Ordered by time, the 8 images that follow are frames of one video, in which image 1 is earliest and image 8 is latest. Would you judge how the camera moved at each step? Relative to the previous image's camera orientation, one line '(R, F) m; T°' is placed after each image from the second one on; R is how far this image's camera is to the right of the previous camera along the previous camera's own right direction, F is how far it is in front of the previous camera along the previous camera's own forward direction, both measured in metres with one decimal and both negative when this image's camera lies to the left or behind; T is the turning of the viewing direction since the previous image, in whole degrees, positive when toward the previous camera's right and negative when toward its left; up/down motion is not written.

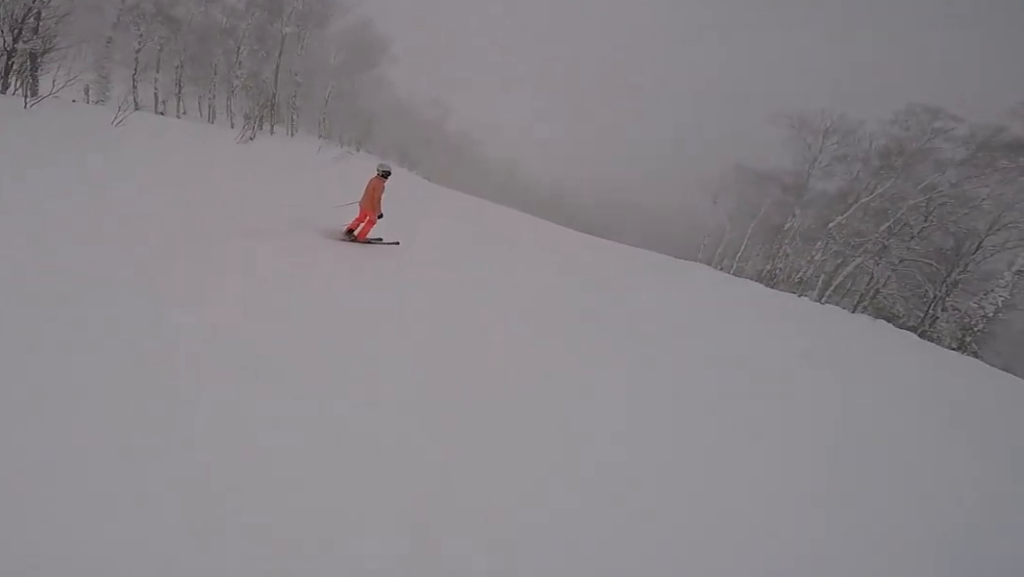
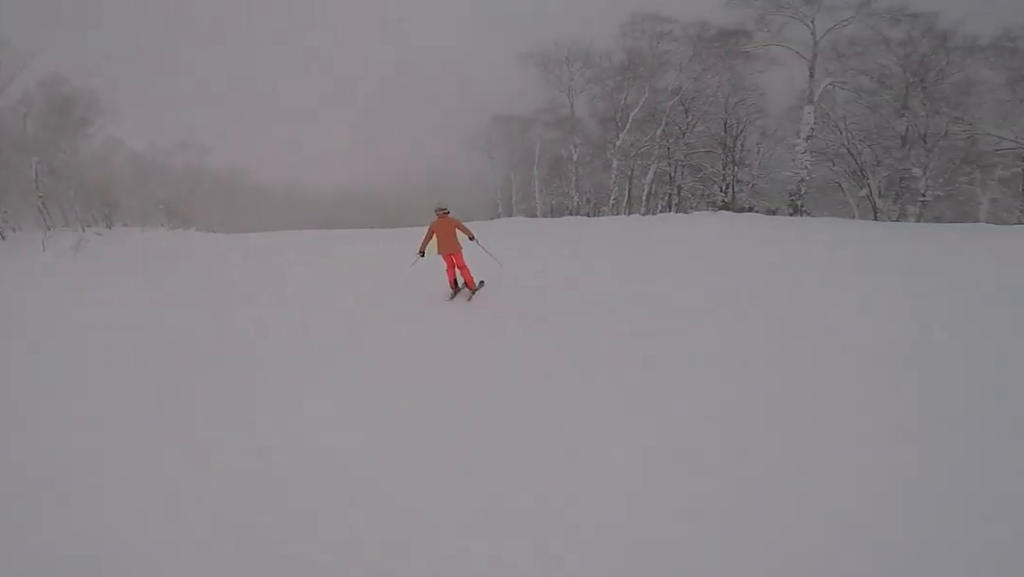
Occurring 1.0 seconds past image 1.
(-0.4, +6.6) m; -2°
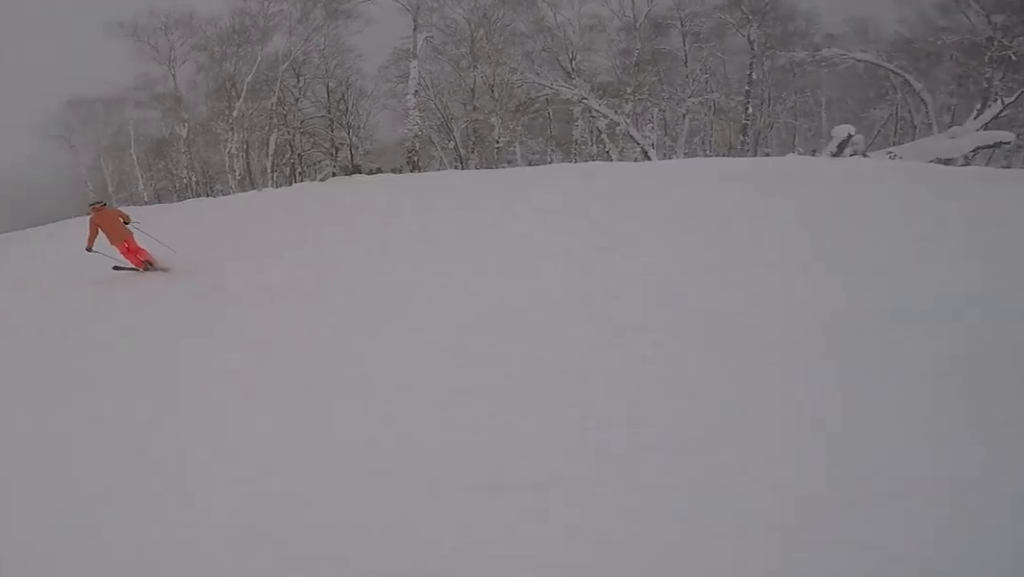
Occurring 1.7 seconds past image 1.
(-0.5, +4.4) m; +4°
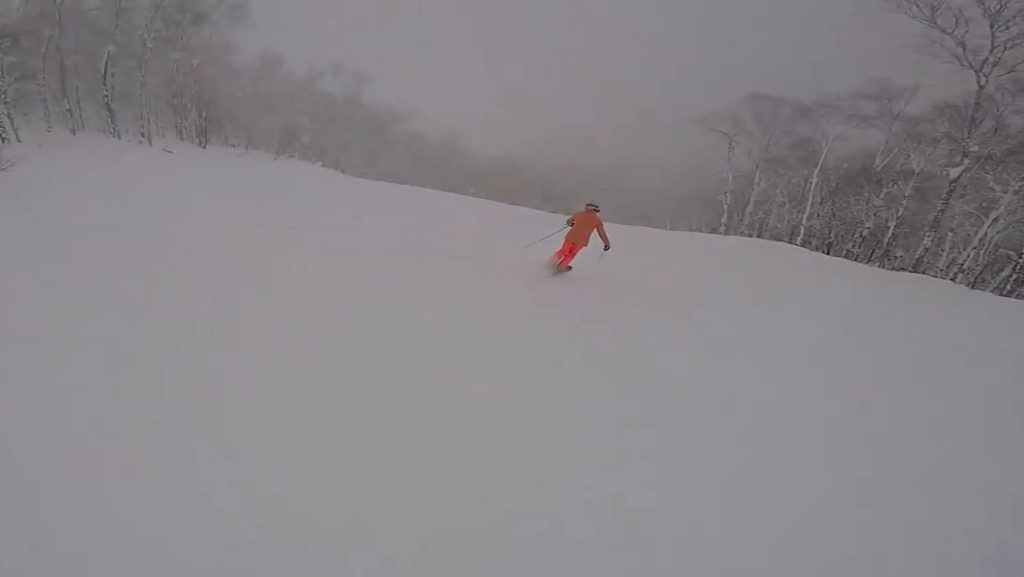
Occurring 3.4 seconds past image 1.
(+0.3, +11.5) m; -5°
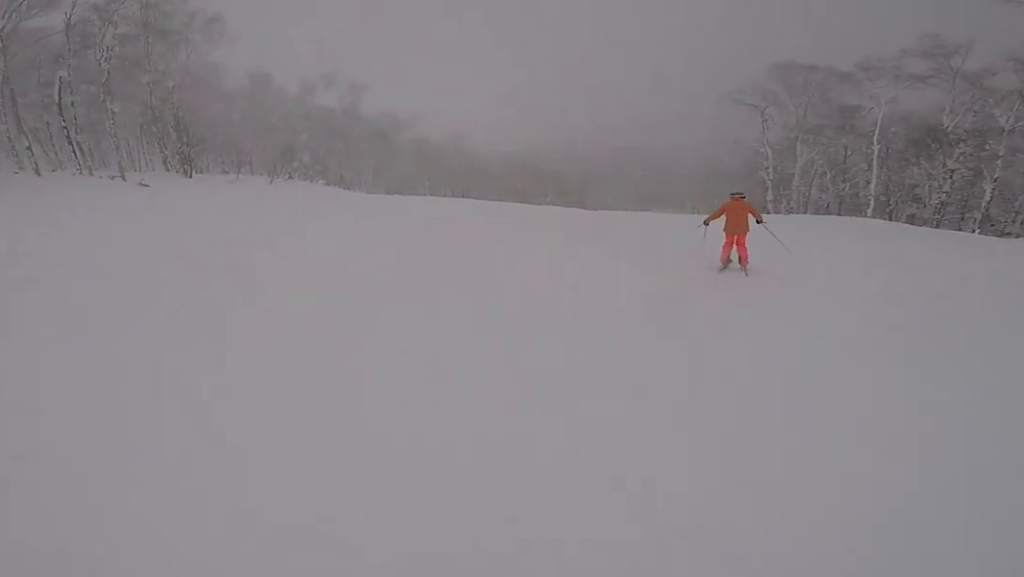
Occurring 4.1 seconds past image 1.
(+0.1, +4.4) m; +5°
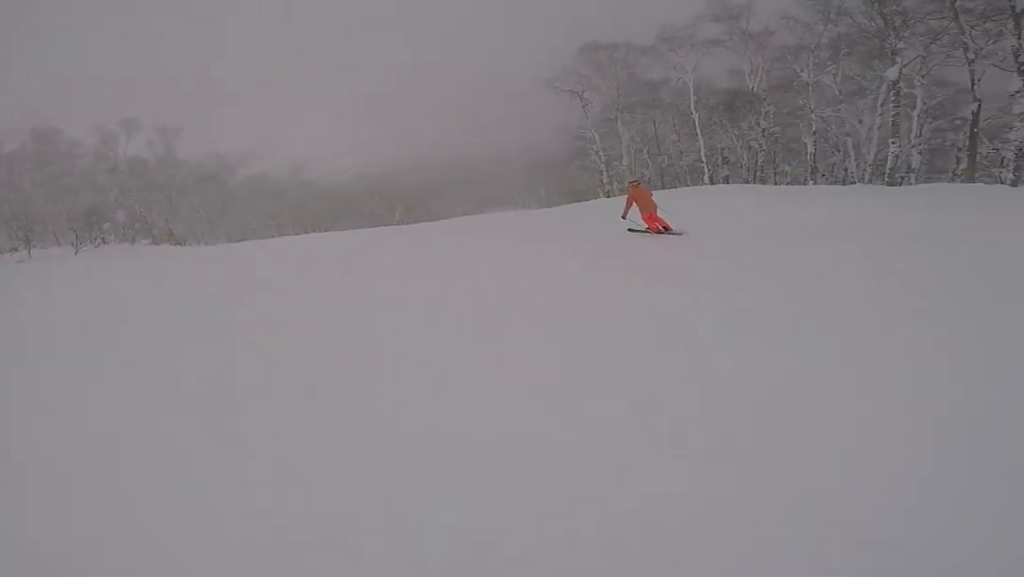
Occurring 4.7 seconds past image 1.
(+0.1, +3.9) m; +7°
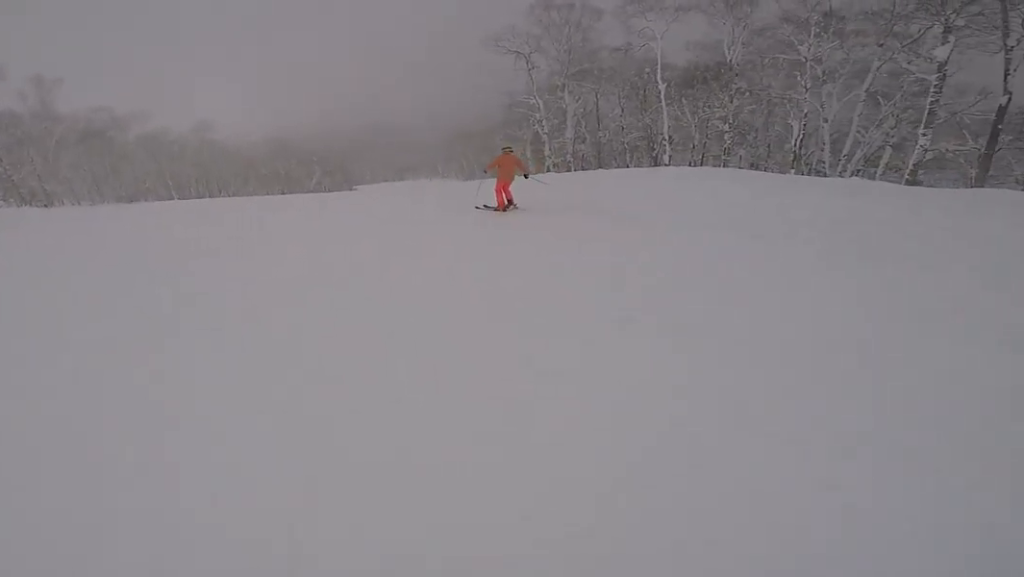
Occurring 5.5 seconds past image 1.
(+0.6, +5.3) m; +2°
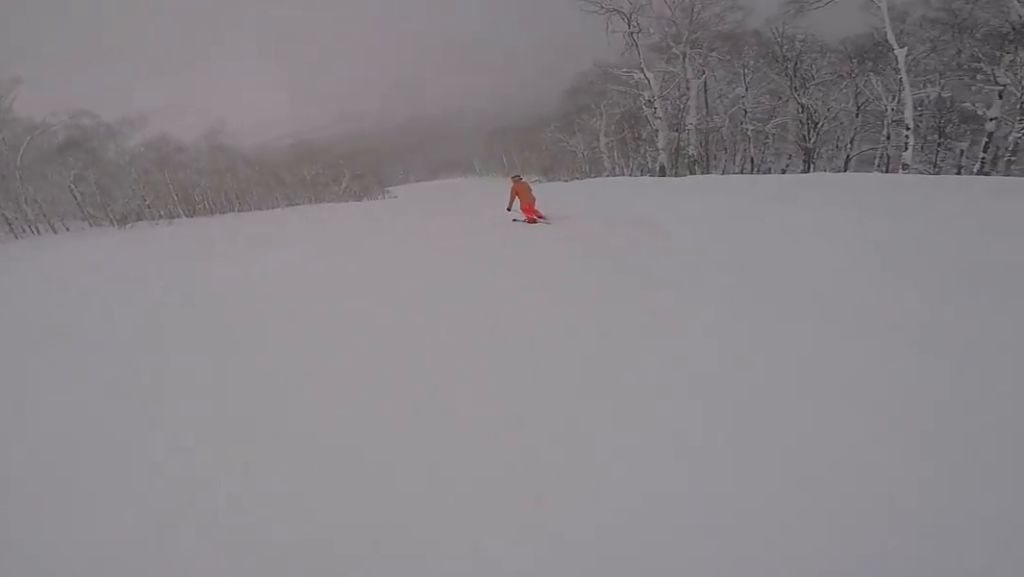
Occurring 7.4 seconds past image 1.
(0.0, +12.7) m; +3°
